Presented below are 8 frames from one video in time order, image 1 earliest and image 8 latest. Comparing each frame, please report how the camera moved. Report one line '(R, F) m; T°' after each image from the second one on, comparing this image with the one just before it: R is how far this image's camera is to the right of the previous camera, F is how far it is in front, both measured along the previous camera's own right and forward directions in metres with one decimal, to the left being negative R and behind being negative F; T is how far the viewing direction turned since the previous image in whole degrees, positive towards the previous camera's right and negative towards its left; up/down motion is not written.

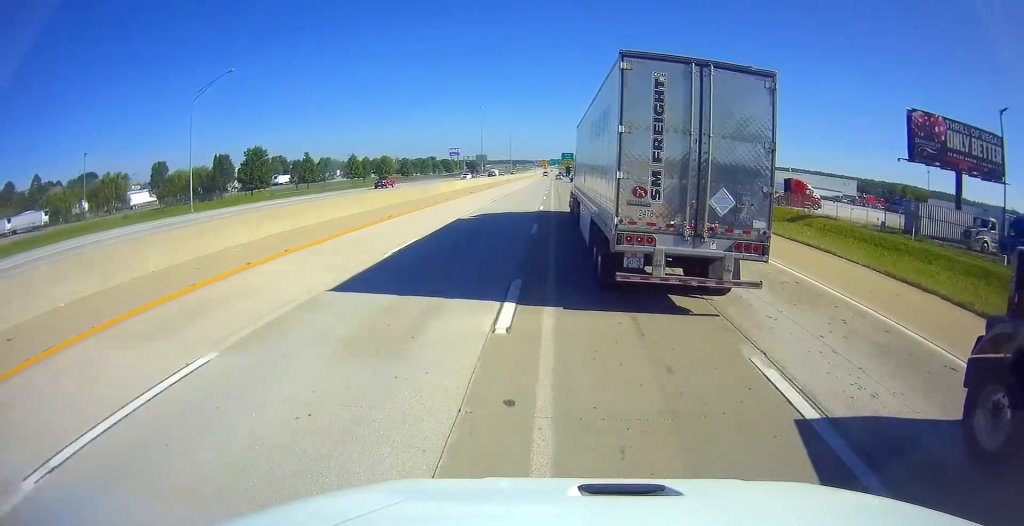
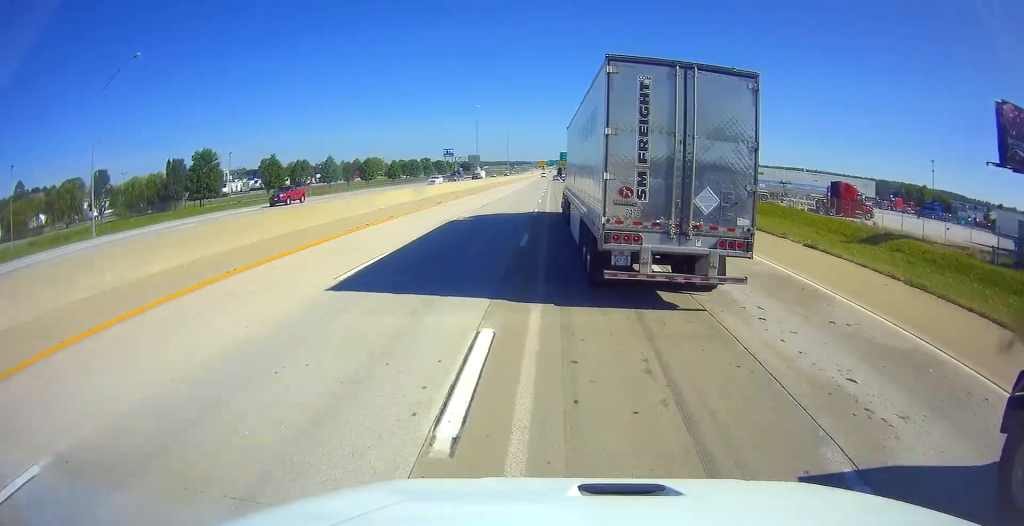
(-0.4, +15.5) m; 0°
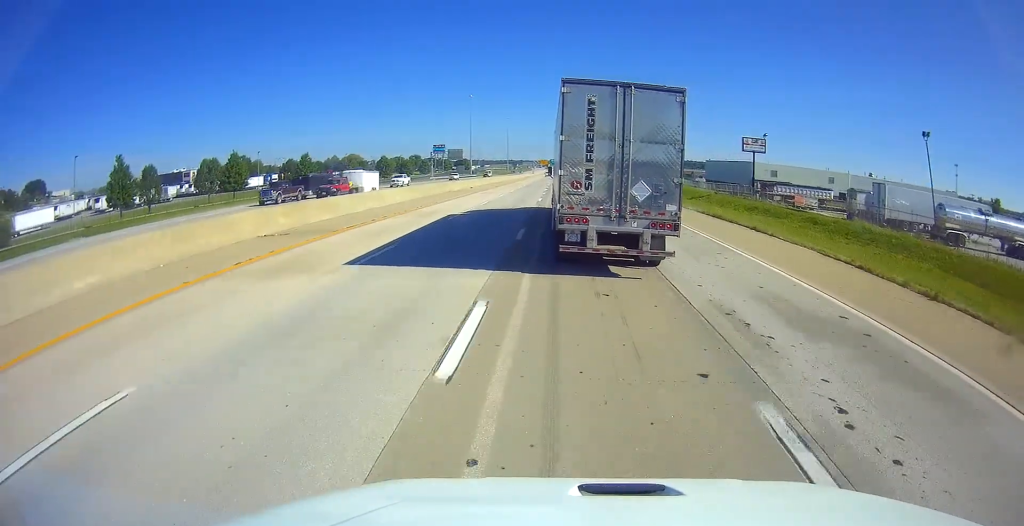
(+0.1, +47.8) m; -2°
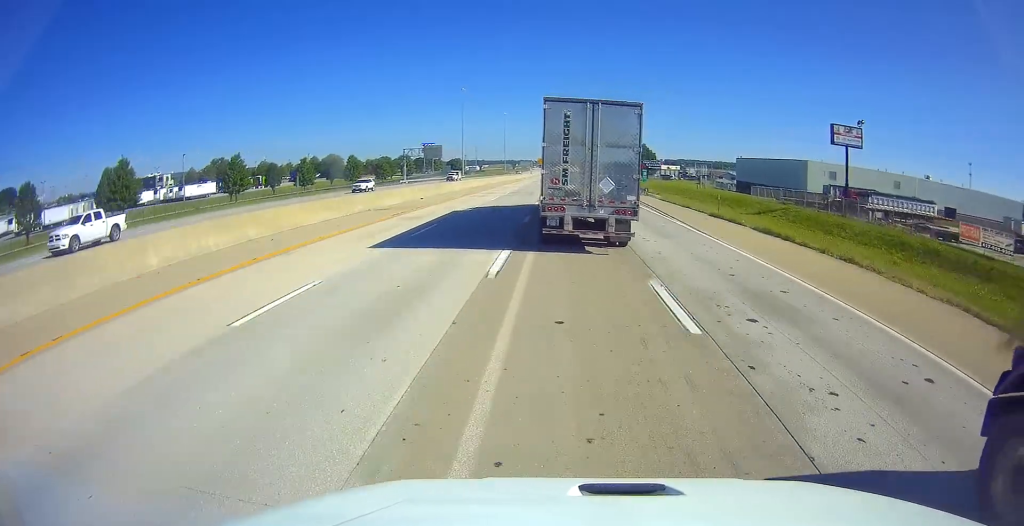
(+0.3, +30.9) m; +2°
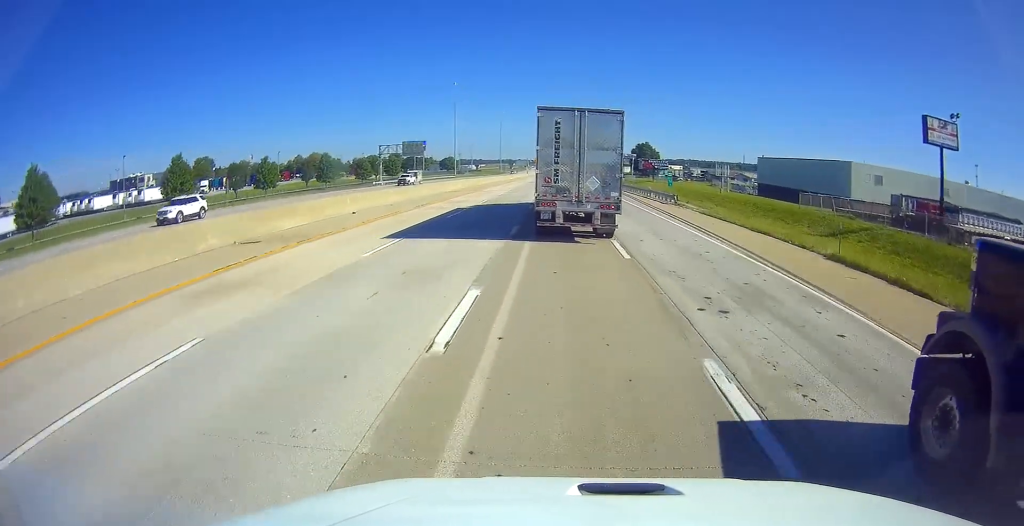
(+0.5, +18.0) m; 0°
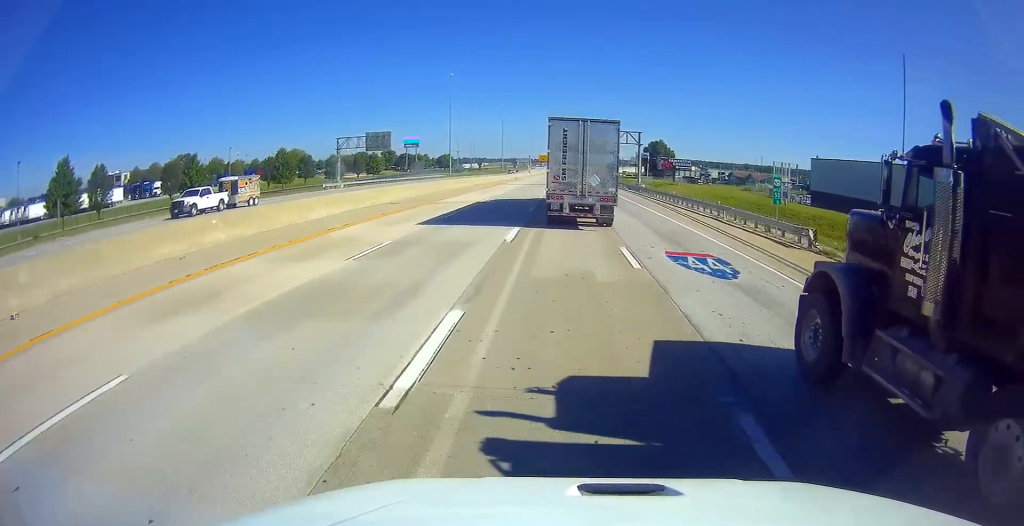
(-0.8, +27.1) m; -1°
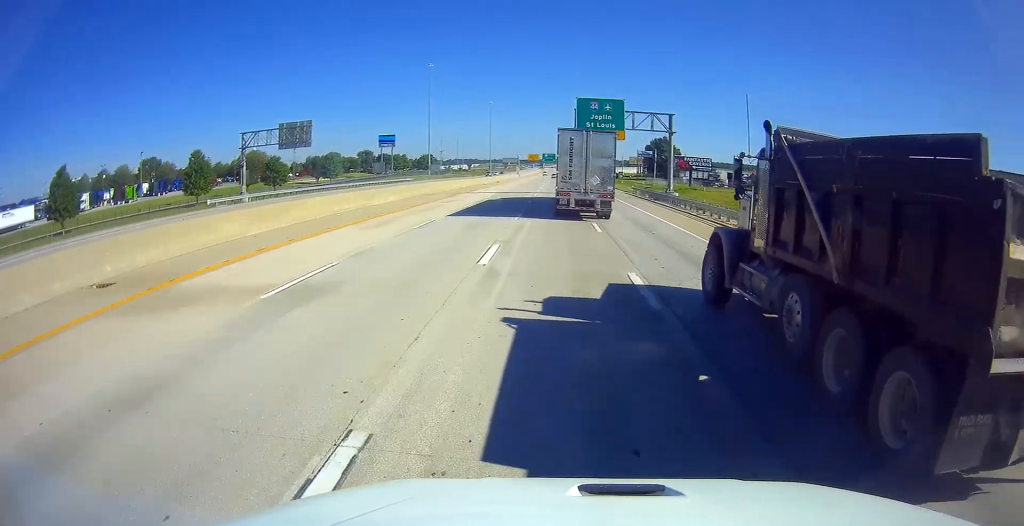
(+0.5, +29.7) m; +2°
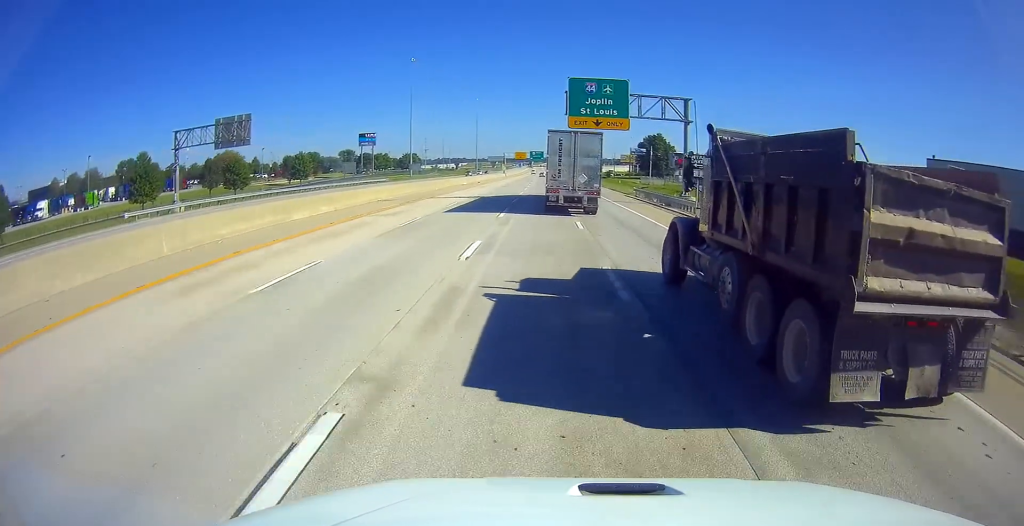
(+0.2, +12.1) m; +1°
